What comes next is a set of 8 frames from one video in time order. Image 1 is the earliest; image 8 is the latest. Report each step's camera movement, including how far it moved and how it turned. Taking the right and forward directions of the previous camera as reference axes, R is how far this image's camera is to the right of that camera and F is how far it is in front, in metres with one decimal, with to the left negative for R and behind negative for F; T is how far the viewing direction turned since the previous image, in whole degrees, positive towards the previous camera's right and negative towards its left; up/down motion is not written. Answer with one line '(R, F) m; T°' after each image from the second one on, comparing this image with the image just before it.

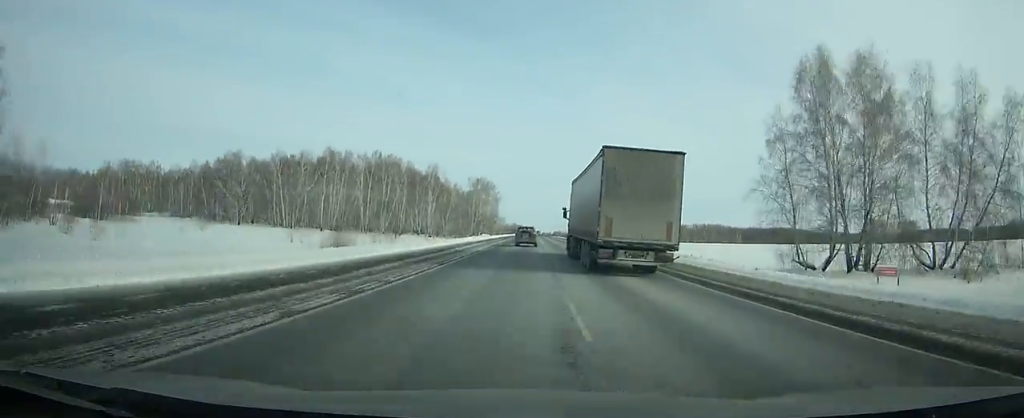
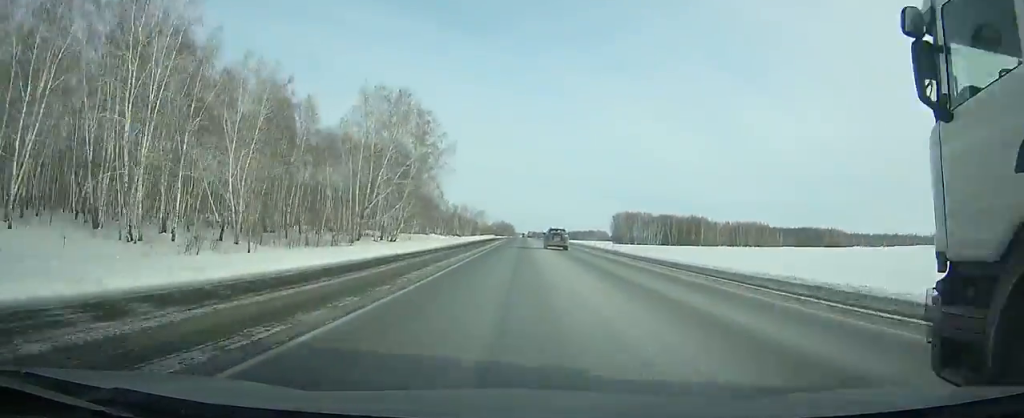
(+0.3, +115.0) m; +1°
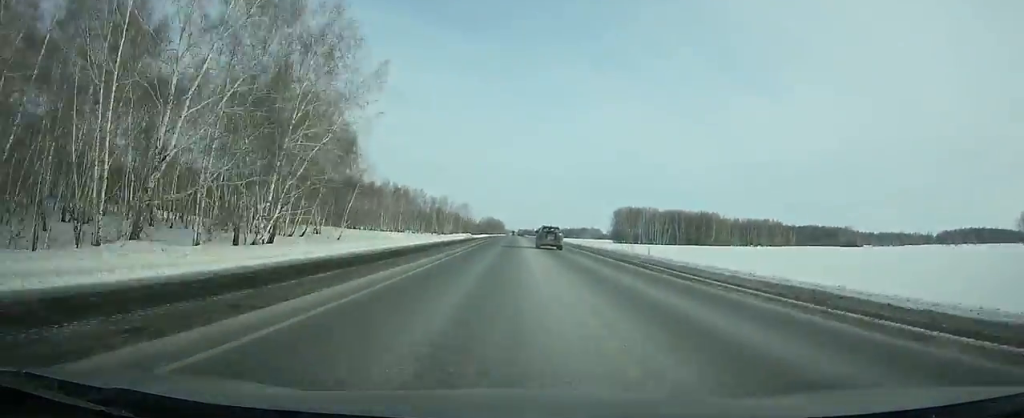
(-0.1, +39.1) m; 0°
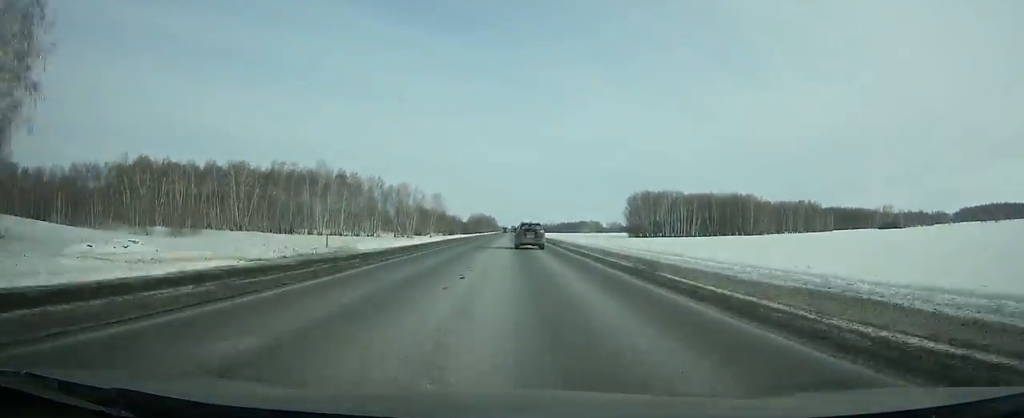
(+0.5, +62.1) m; 0°
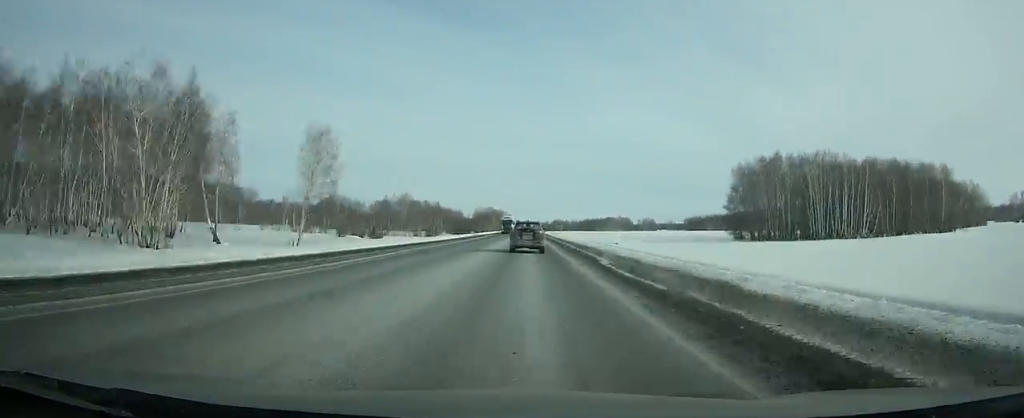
(-0.8, +122.1) m; -1°
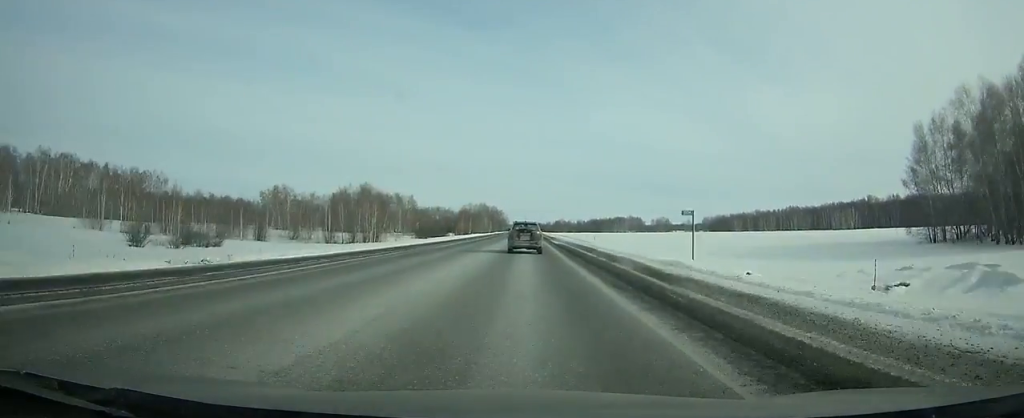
(-0.3, +86.6) m; 0°
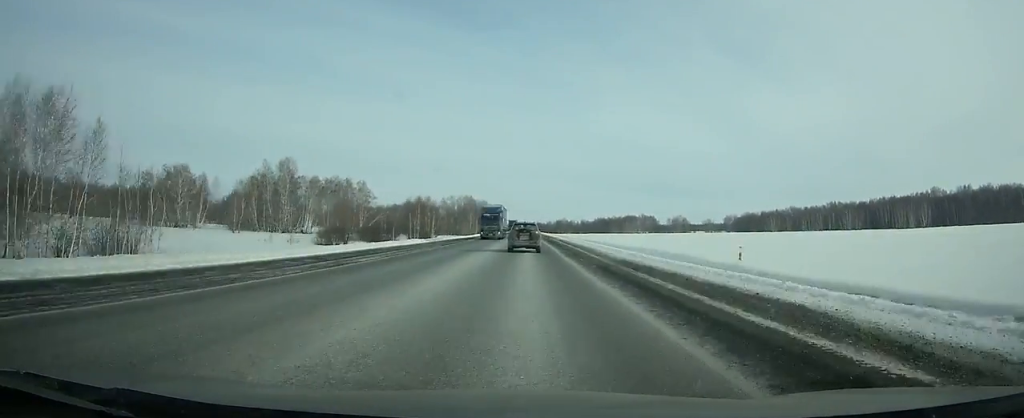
(0.0, +87.3) m; 0°
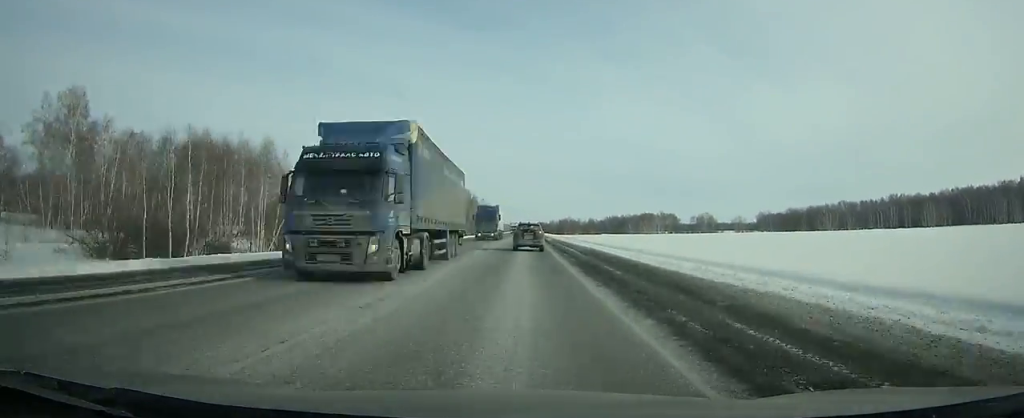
(+0.5, +91.4) m; 0°
